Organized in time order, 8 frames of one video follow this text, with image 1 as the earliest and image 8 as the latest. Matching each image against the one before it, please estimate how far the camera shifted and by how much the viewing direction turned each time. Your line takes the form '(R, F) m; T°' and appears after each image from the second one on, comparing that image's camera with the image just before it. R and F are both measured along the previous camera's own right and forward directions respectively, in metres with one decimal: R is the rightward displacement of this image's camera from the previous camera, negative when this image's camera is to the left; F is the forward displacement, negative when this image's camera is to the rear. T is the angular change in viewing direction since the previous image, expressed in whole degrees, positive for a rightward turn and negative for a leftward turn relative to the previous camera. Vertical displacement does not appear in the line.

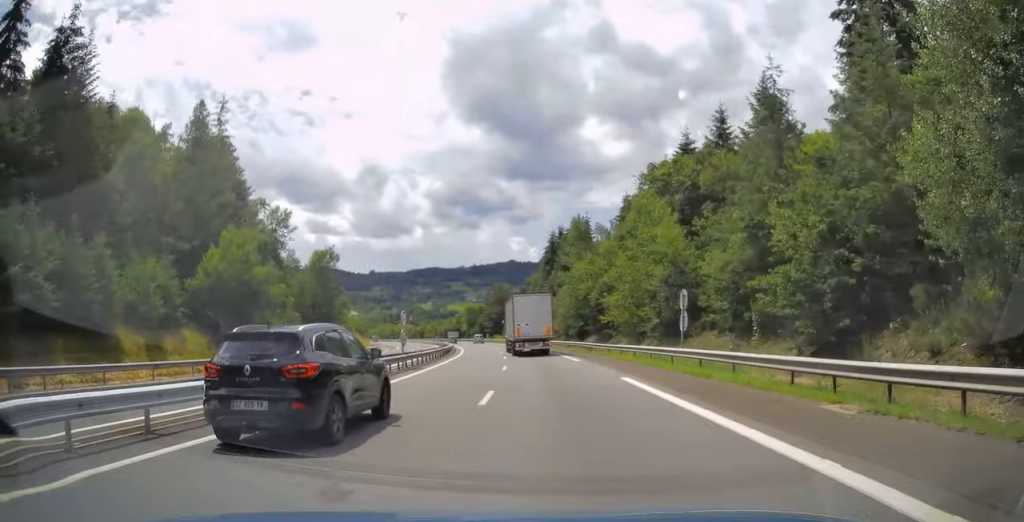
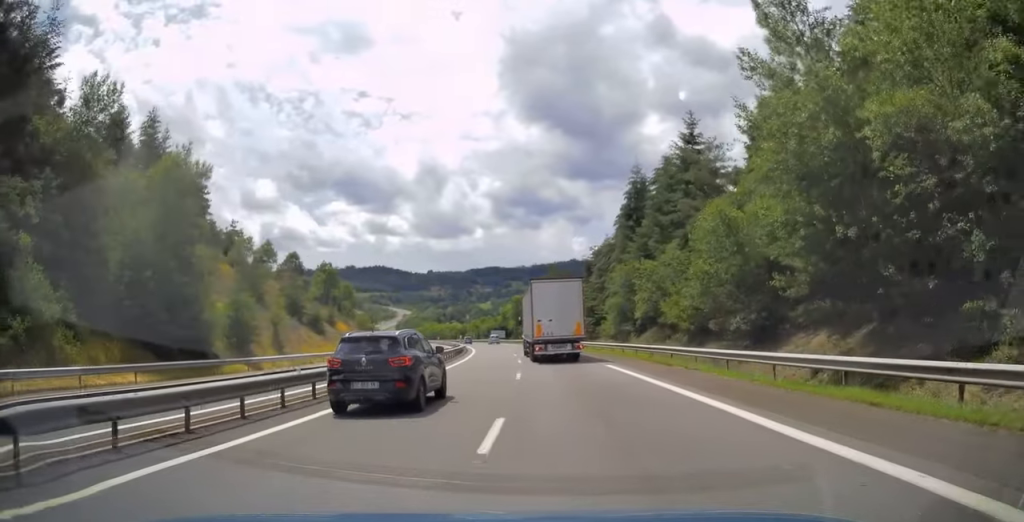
(-1.9, +41.0) m; -6°
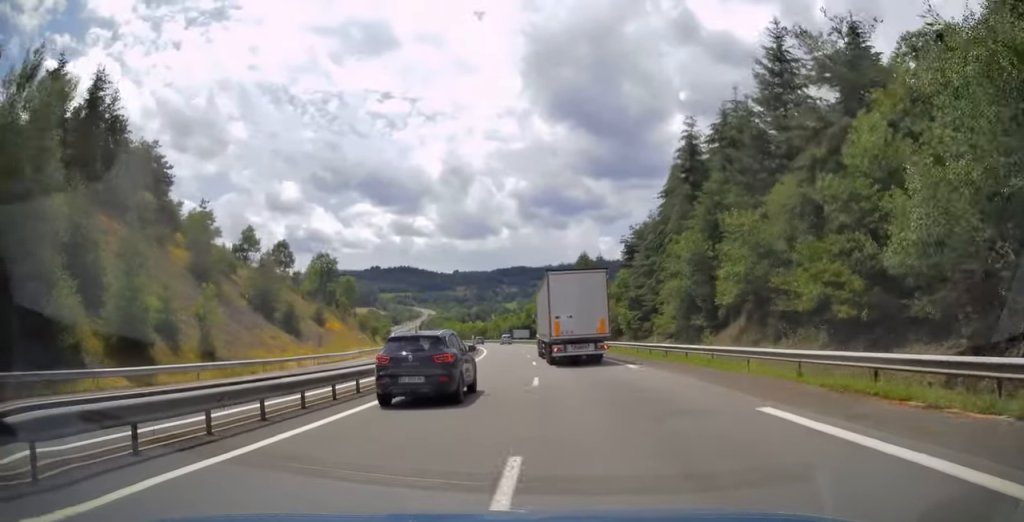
(-0.5, +14.9) m; -2°
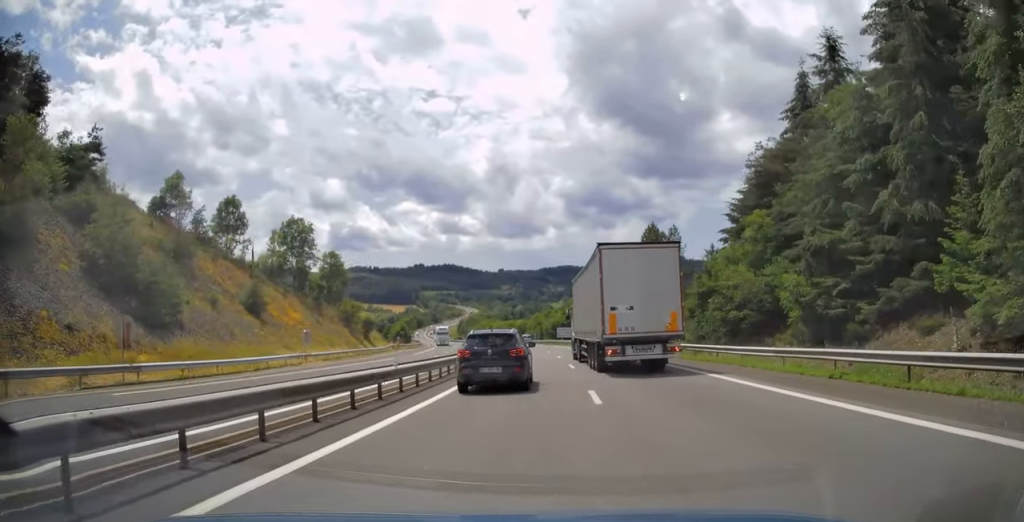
(-1.0, +30.4) m; -3°
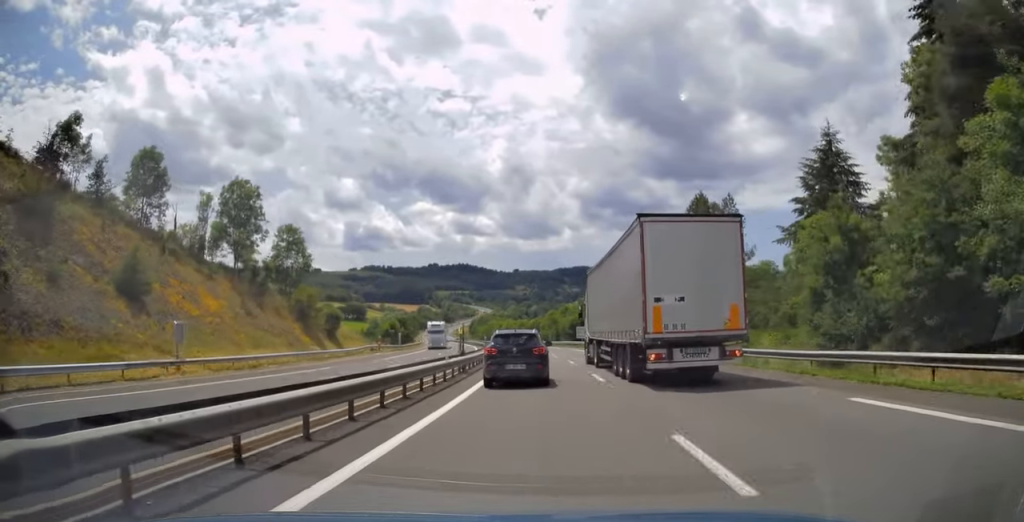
(+0.1, +21.8) m; -1°
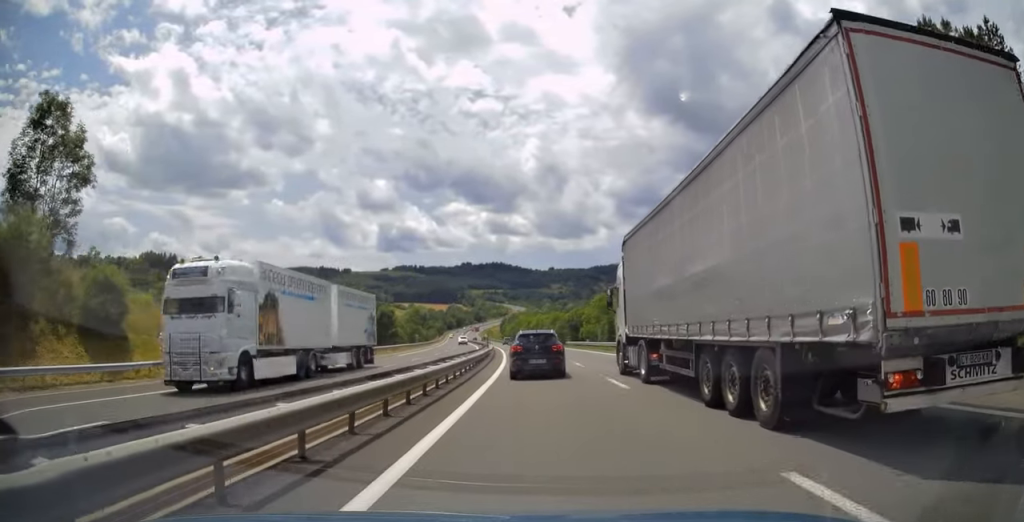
(-1.7, +42.9) m; -4°
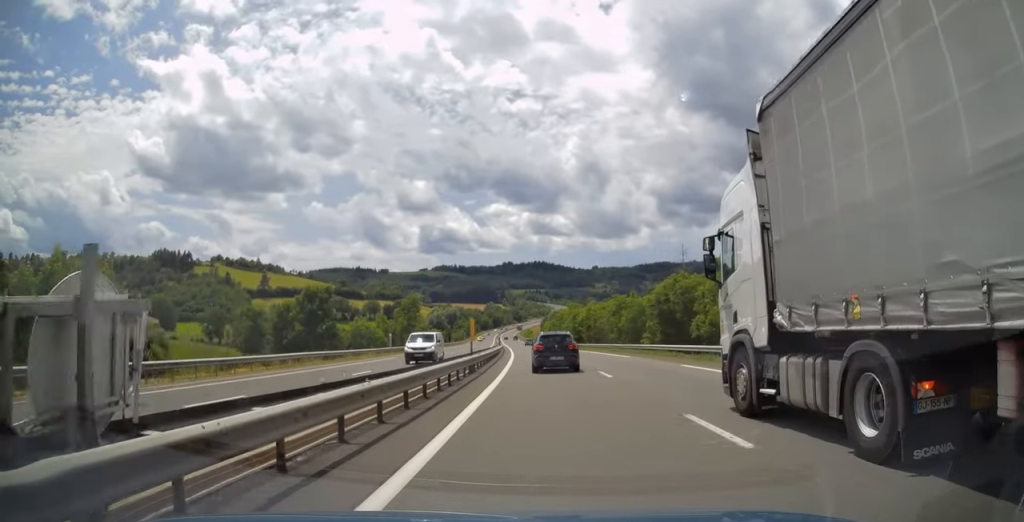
(-1.6, +46.2) m; -3°
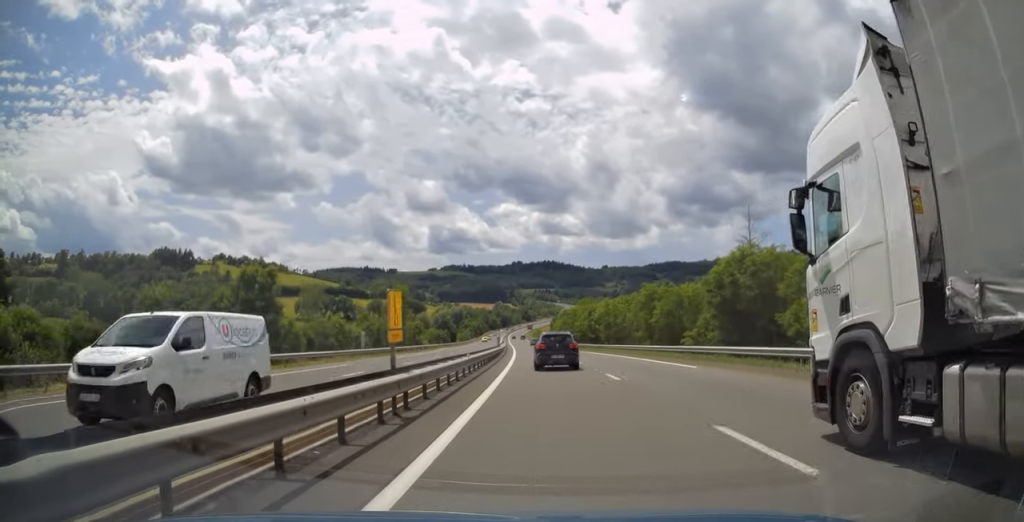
(-0.1, +13.5) m; -1°
